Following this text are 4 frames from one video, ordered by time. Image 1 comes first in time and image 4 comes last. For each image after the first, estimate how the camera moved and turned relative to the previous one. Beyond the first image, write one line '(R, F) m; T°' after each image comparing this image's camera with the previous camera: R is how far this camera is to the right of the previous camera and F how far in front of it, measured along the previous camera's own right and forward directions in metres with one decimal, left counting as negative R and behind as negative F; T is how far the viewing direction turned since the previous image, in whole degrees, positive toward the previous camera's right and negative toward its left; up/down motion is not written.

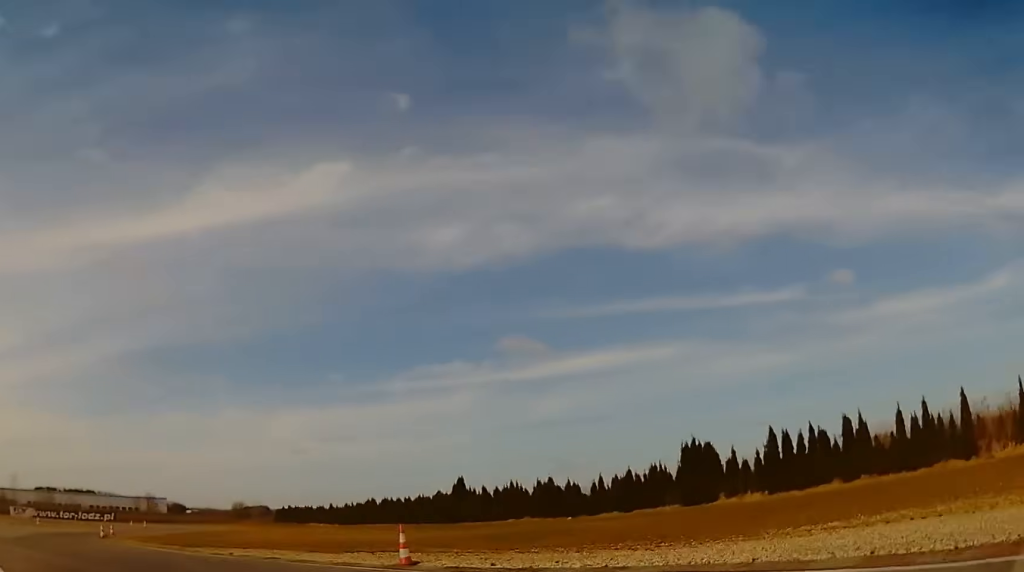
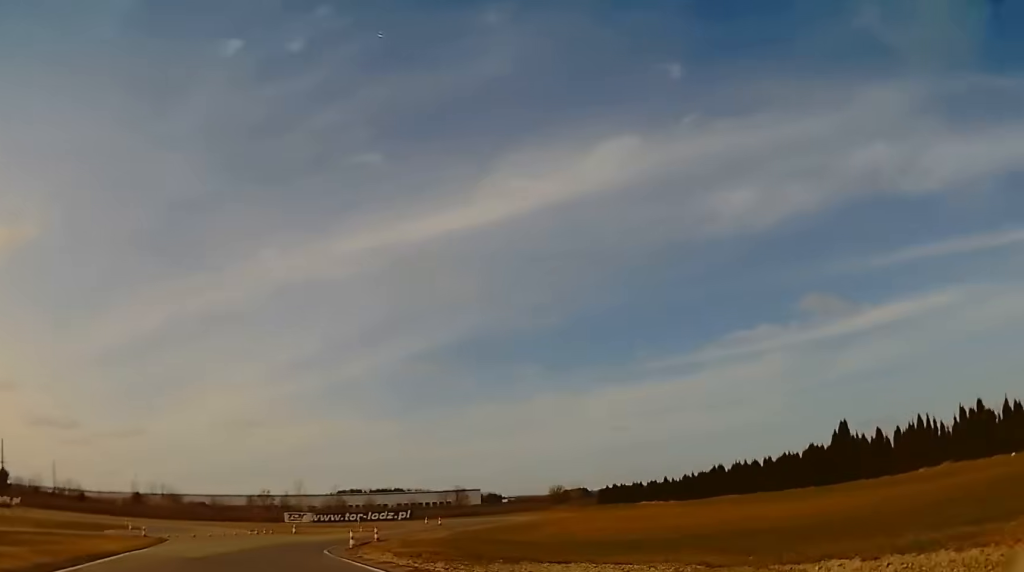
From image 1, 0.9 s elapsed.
(-3.5, +12.9) m; -19°
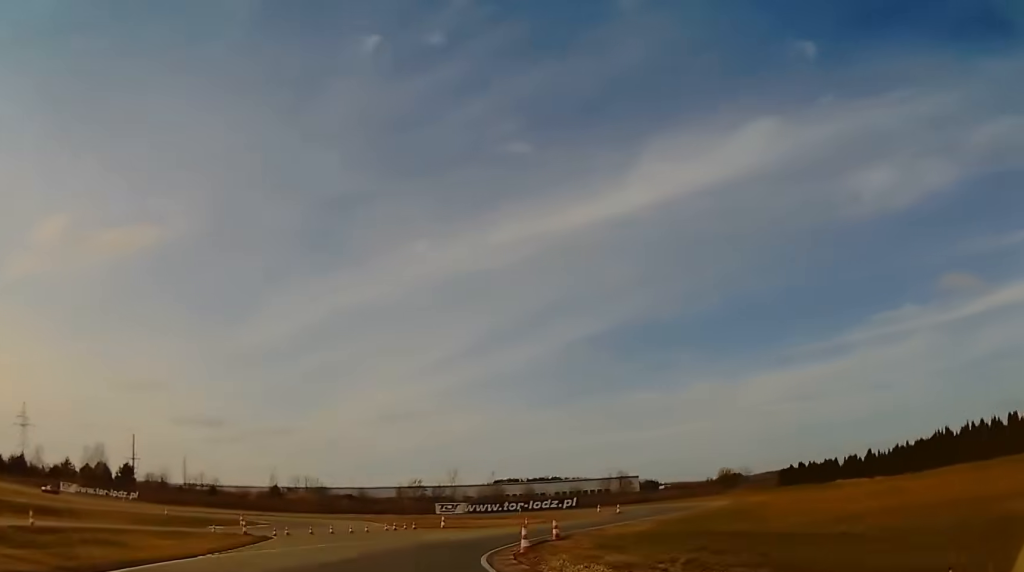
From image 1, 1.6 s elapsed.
(-1.1, +11.0) m; -2°
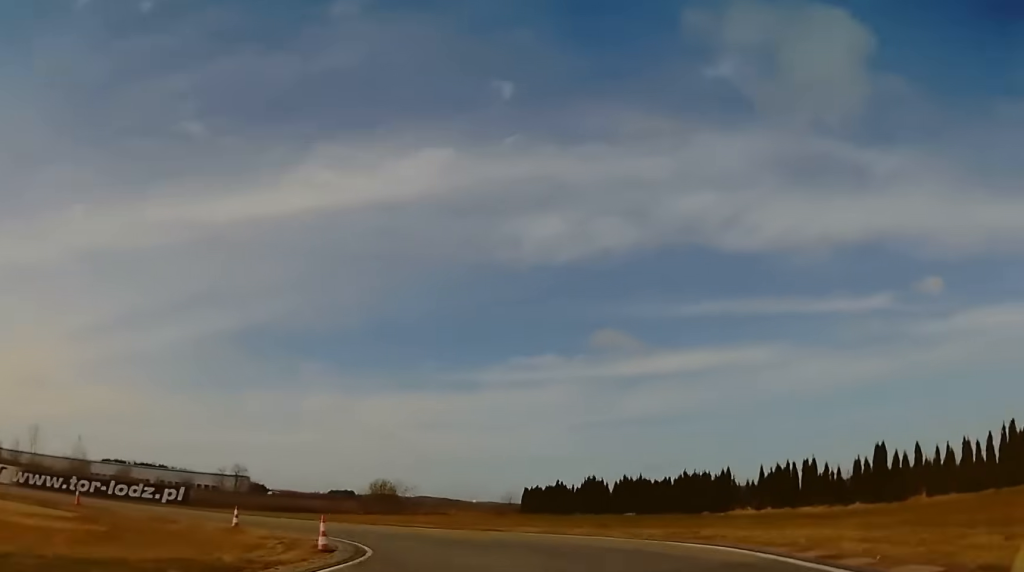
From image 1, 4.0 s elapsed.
(+7.0, +38.0) m; +22°
